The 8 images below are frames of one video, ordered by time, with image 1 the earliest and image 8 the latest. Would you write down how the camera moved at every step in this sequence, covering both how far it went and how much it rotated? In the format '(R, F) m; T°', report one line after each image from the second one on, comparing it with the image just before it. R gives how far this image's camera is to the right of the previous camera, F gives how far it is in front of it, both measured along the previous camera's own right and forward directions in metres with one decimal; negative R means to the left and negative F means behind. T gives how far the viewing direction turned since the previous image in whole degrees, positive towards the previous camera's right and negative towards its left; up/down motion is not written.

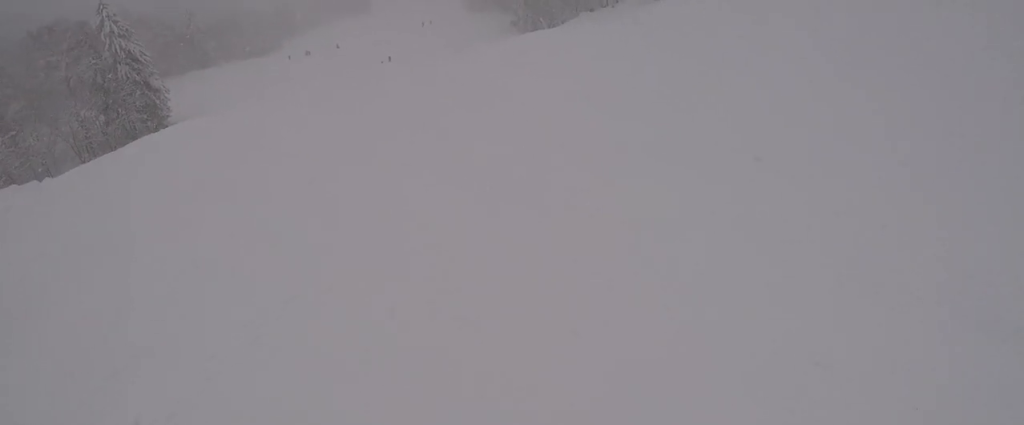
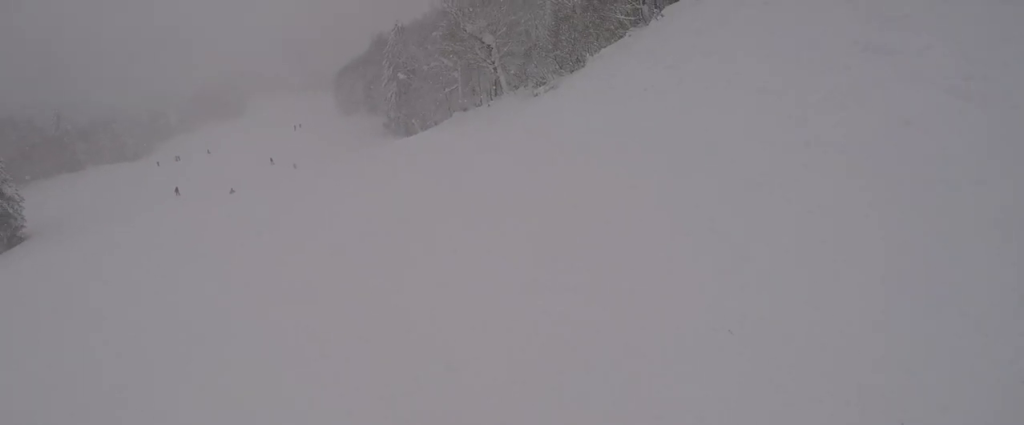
(+1.2, +5.9) m; +15°
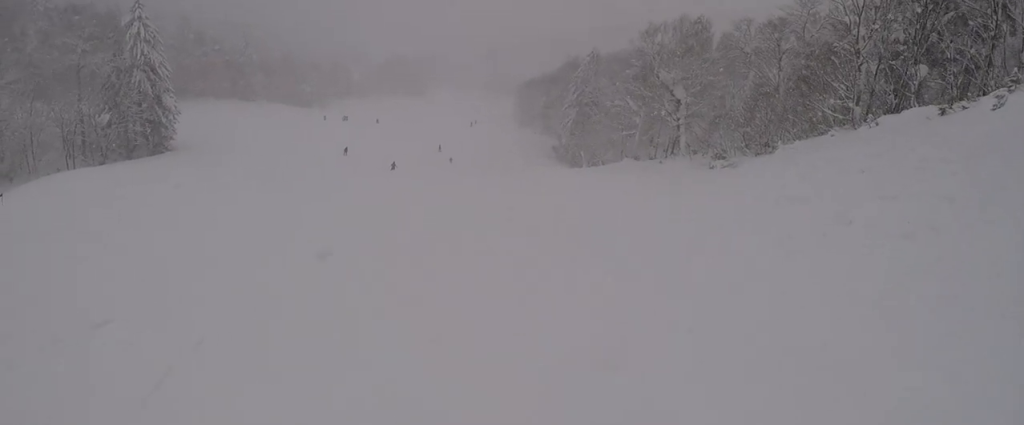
(+0.5, +4.2) m; +2°
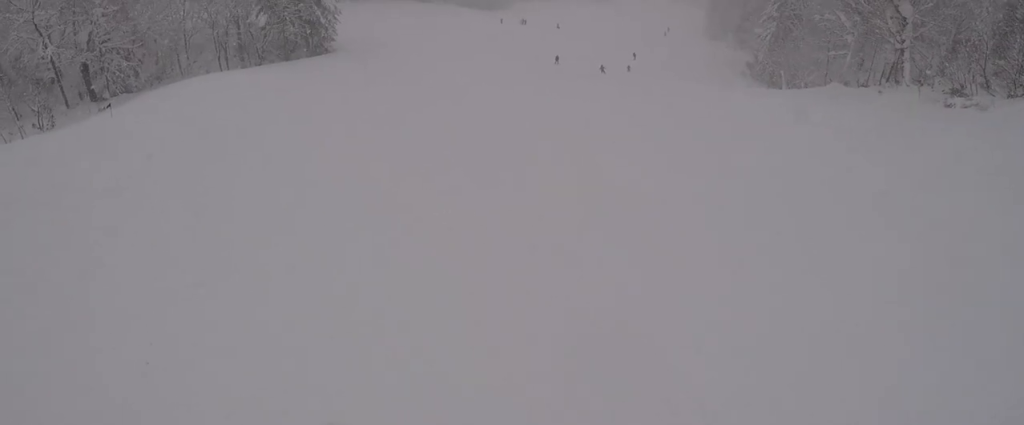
(-1.3, +7.2) m; -17°
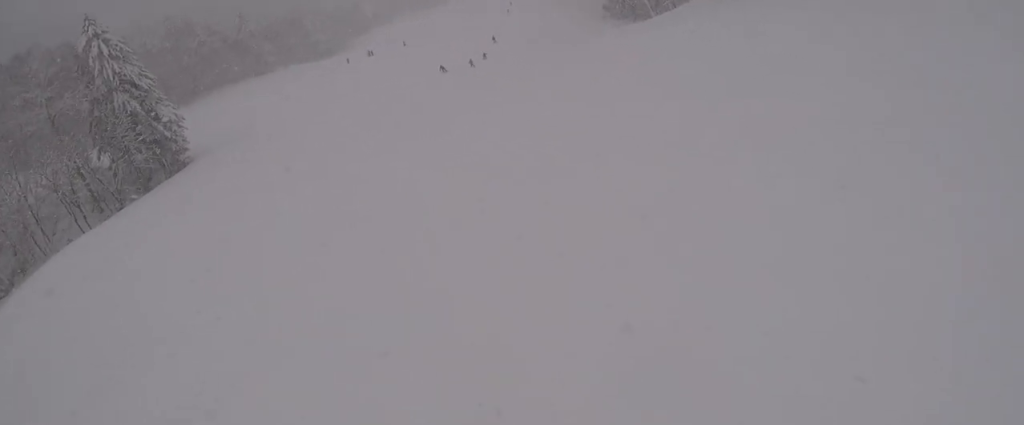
(-1.0, +5.0) m; +5°
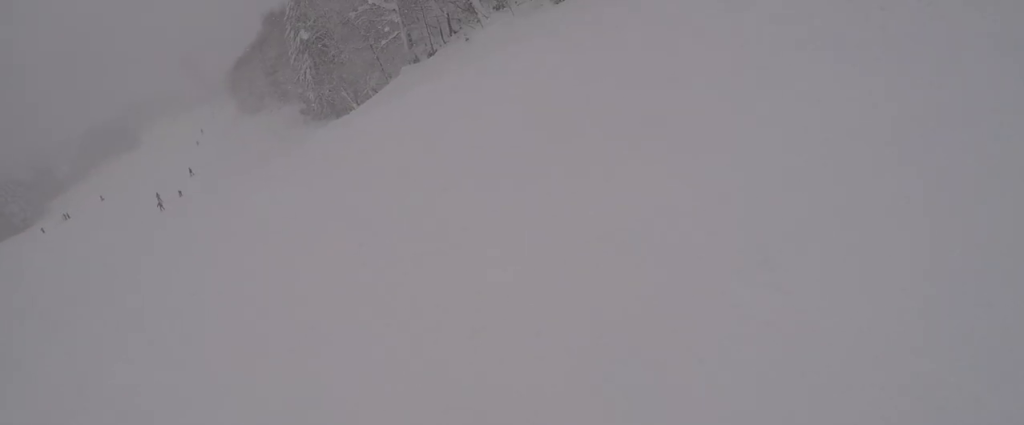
(+1.9, +6.1) m; +22°
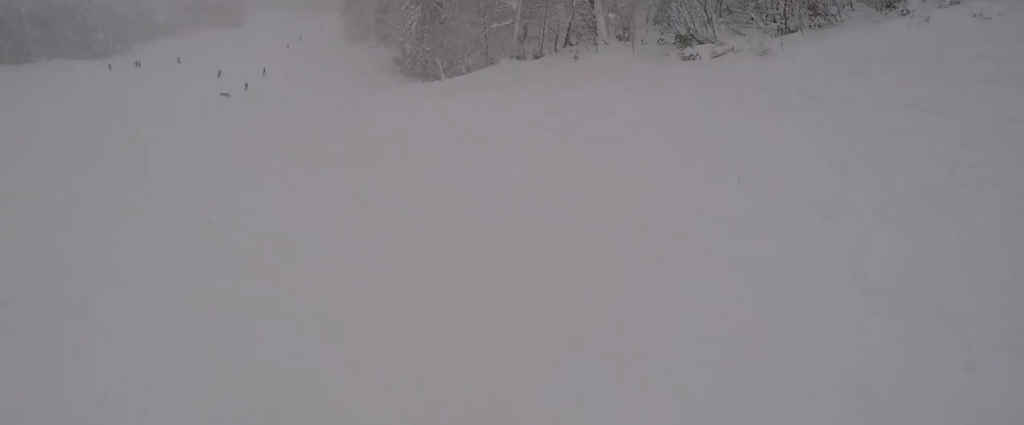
(+0.7, +5.0) m; -5°
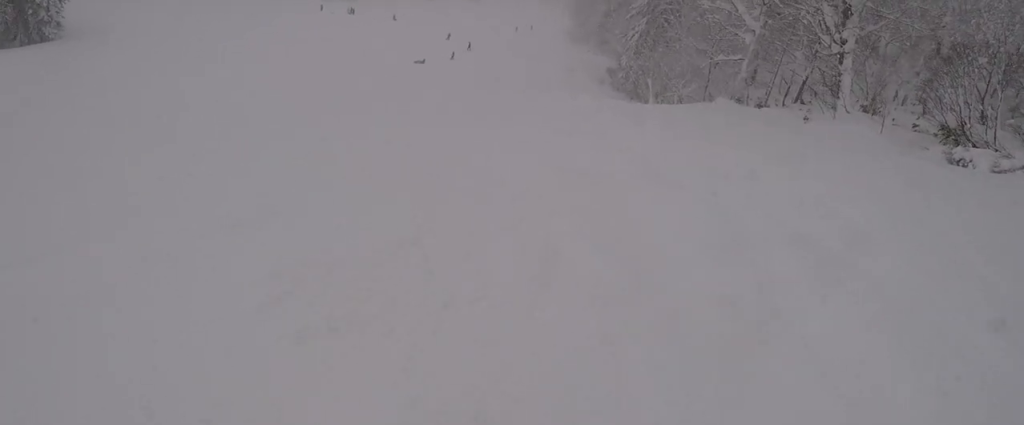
(-1.4, +6.8) m; -28°
